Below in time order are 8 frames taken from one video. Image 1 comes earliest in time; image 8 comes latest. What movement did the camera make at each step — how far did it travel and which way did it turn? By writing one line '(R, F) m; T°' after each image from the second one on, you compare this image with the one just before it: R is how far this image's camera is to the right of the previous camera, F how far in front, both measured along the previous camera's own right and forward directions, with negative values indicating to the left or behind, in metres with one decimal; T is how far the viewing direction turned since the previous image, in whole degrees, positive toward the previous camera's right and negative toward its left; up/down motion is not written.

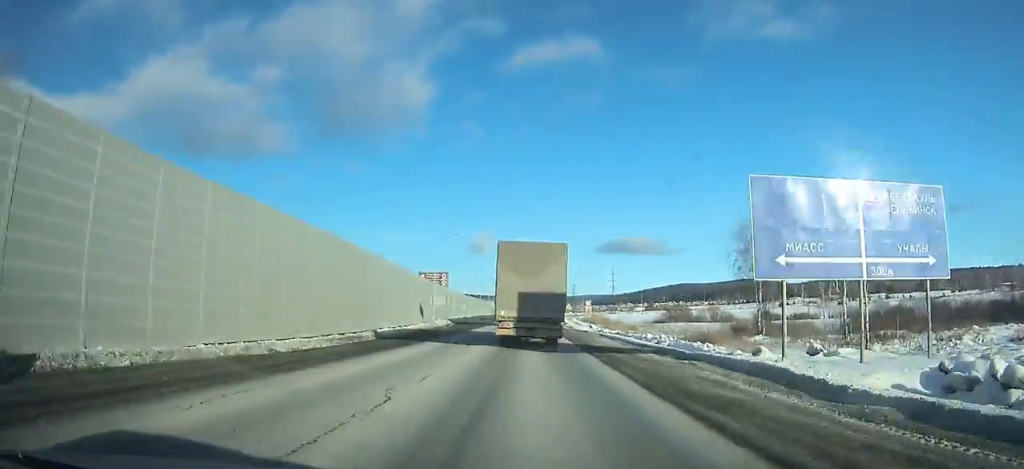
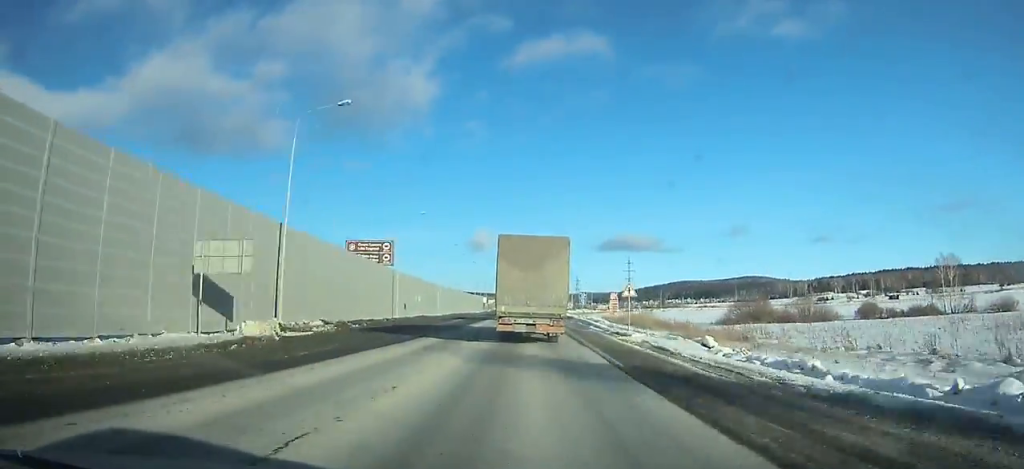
(0.0, +47.2) m; 0°
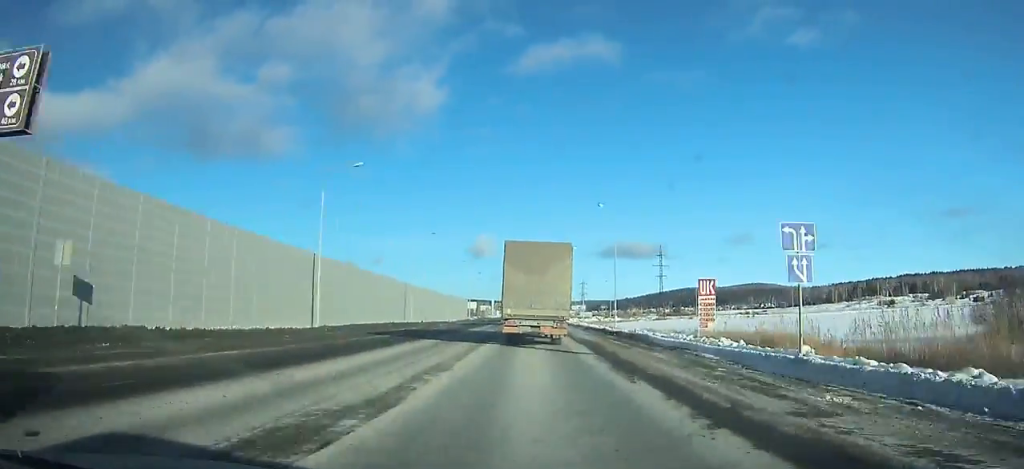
(+0.3, +57.6) m; 0°
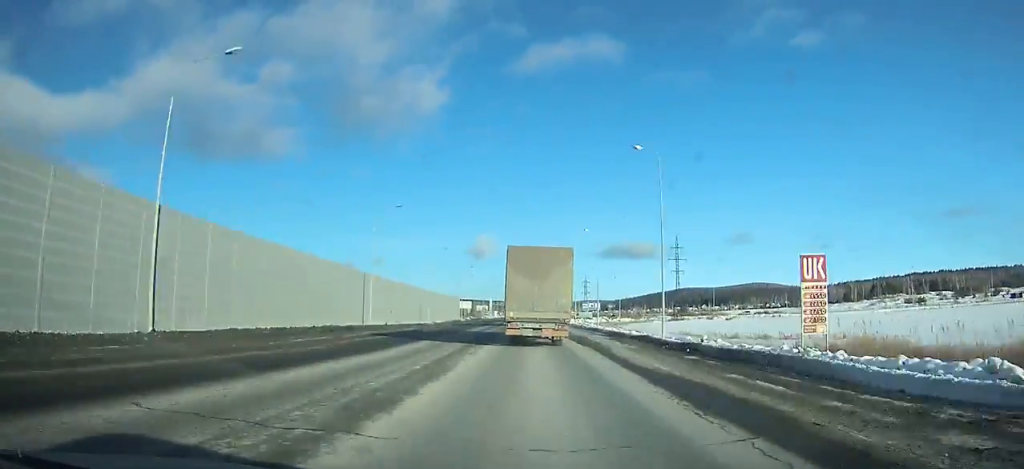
(0.0, +20.9) m; 0°
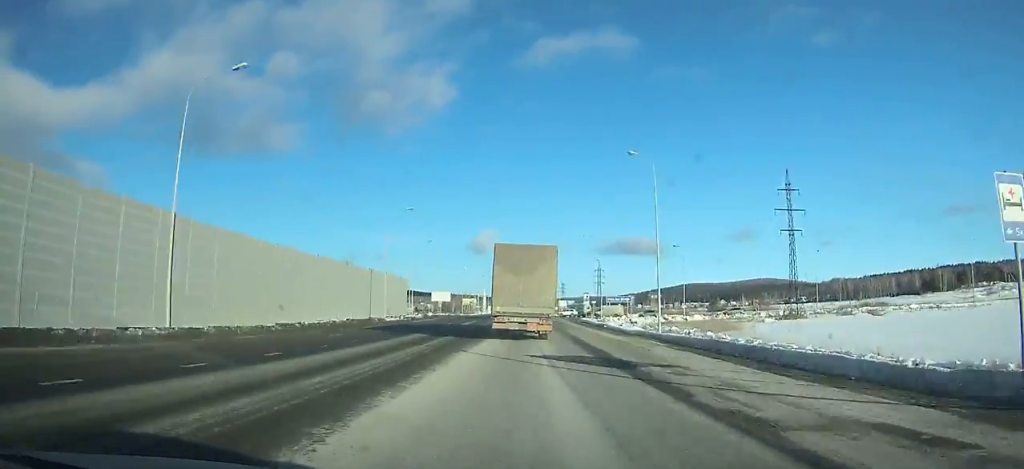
(+0.2, +68.5) m; 0°
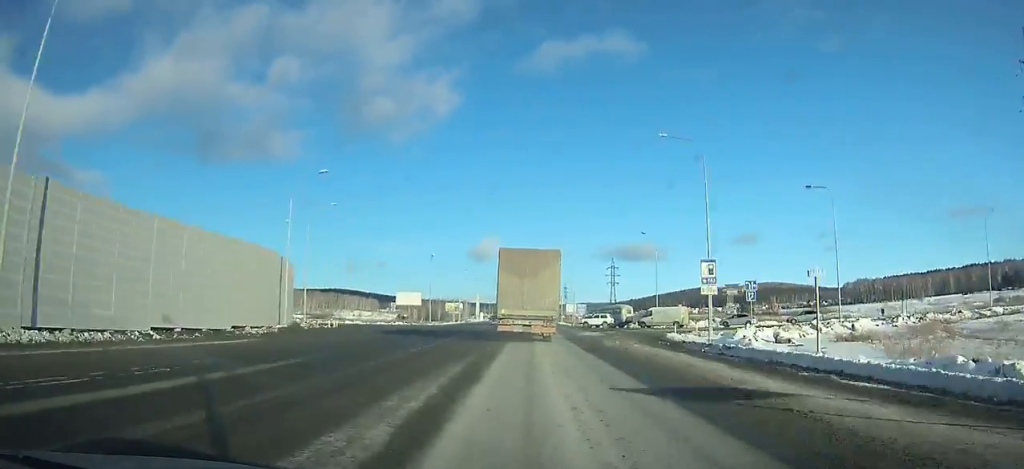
(+0.1, +50.3) m; 0°
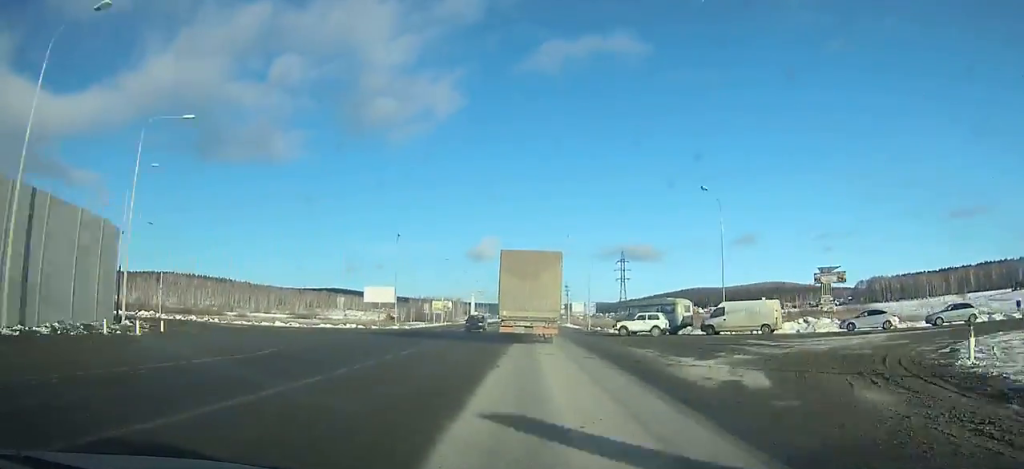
(0.0, +27.3) m; 0°
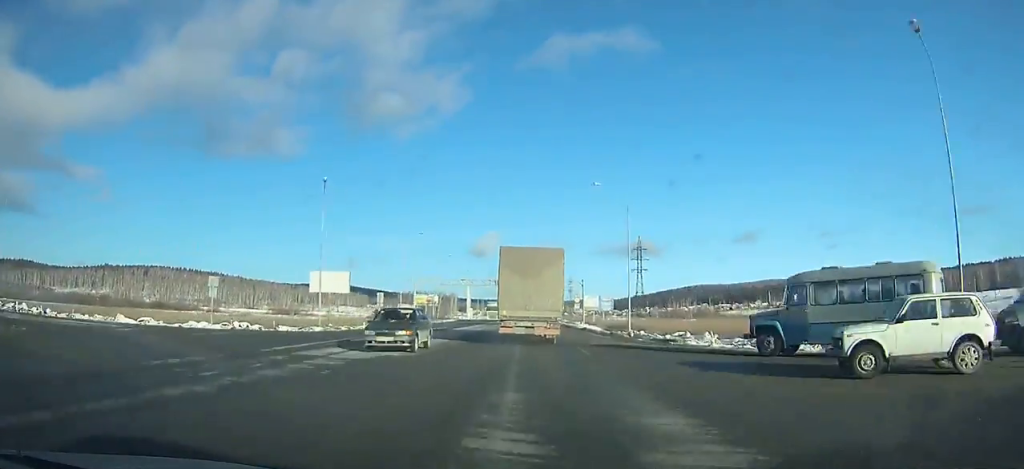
(0.0, +29.1) m; 0°
